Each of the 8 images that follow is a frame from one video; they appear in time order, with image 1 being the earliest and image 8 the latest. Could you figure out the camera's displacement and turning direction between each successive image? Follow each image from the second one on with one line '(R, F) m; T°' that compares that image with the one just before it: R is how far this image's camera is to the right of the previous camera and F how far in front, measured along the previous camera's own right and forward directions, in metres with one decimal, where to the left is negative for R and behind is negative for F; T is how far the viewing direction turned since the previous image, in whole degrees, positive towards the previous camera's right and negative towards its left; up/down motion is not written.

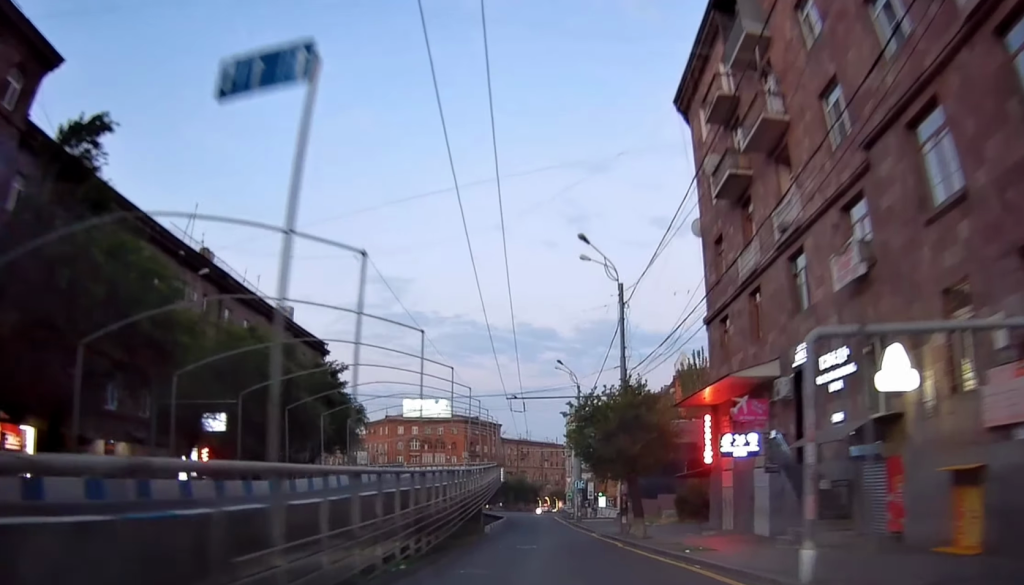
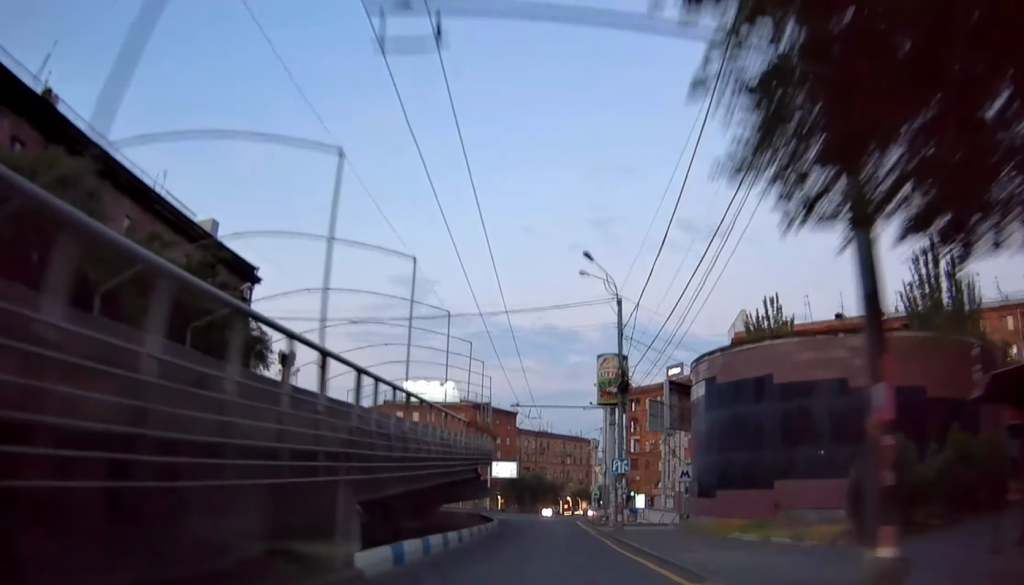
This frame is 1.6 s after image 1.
(+0.5, +24.8) m; +8°
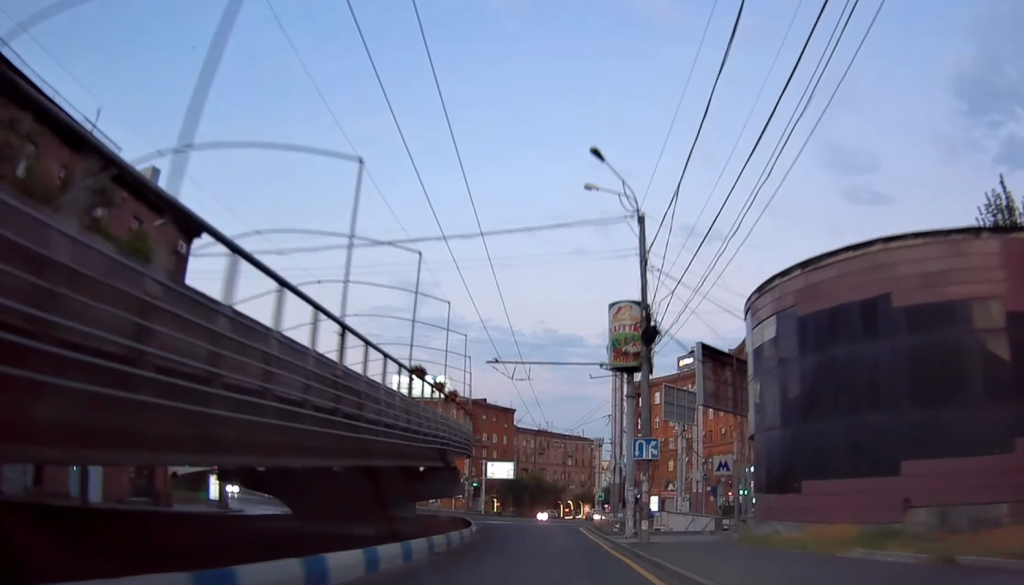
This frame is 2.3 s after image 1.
(+1.0, +10.6) m; +3°
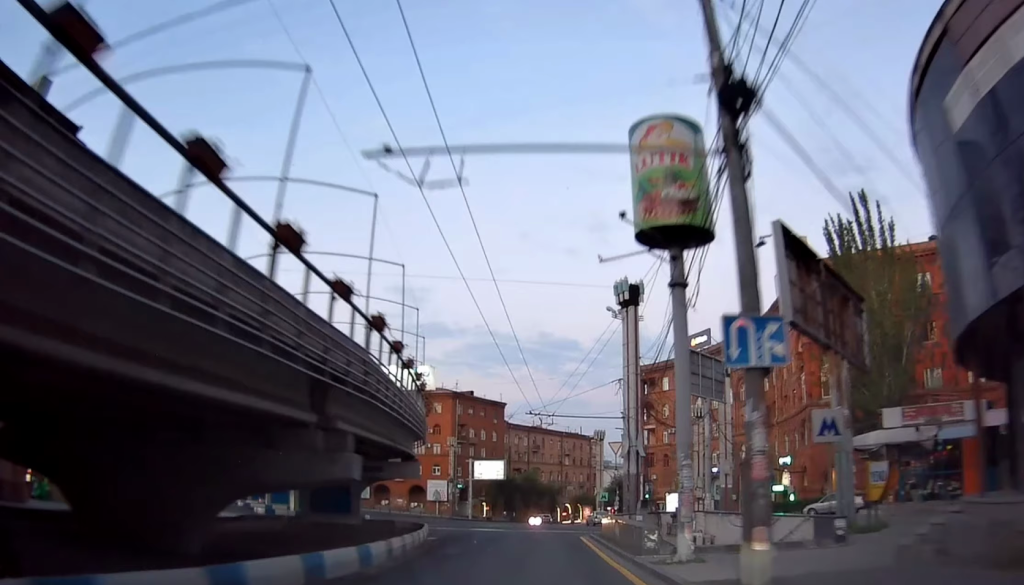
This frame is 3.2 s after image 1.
(+0.3, +14.2) m; 0°
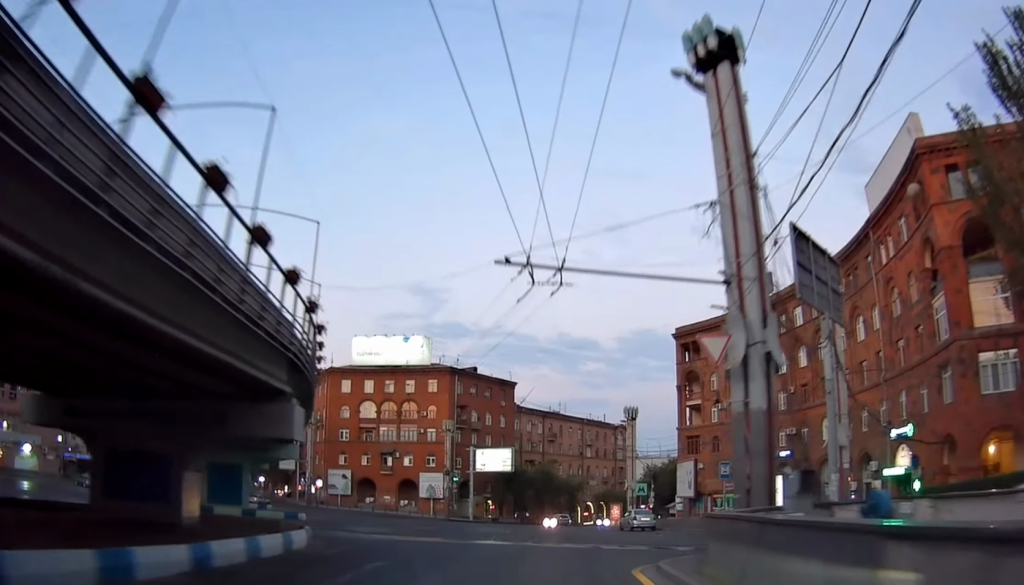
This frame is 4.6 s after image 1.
(-0.8, +21.4) m; -3°
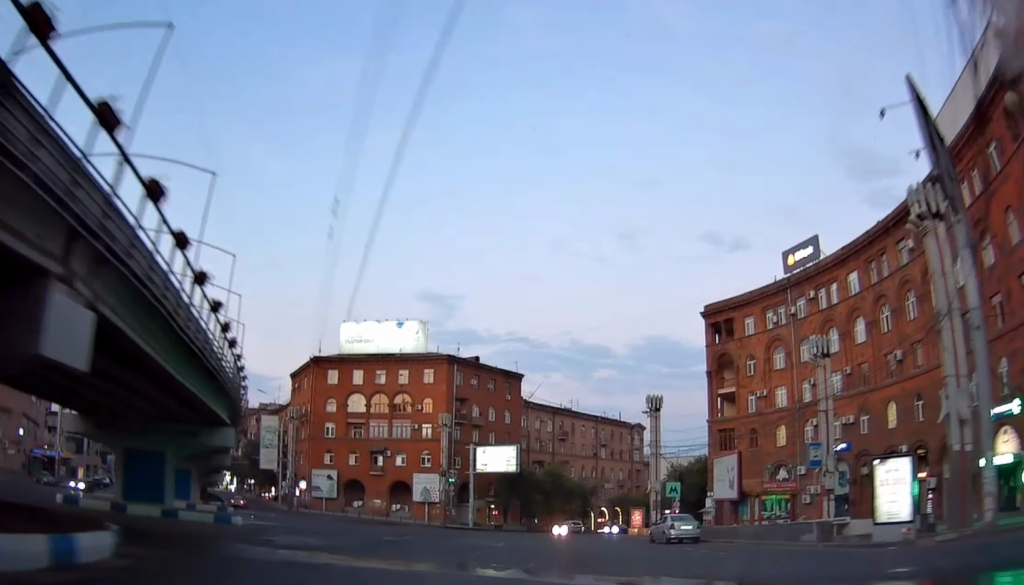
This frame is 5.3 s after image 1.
(-0.1, +11.3) m; -1°
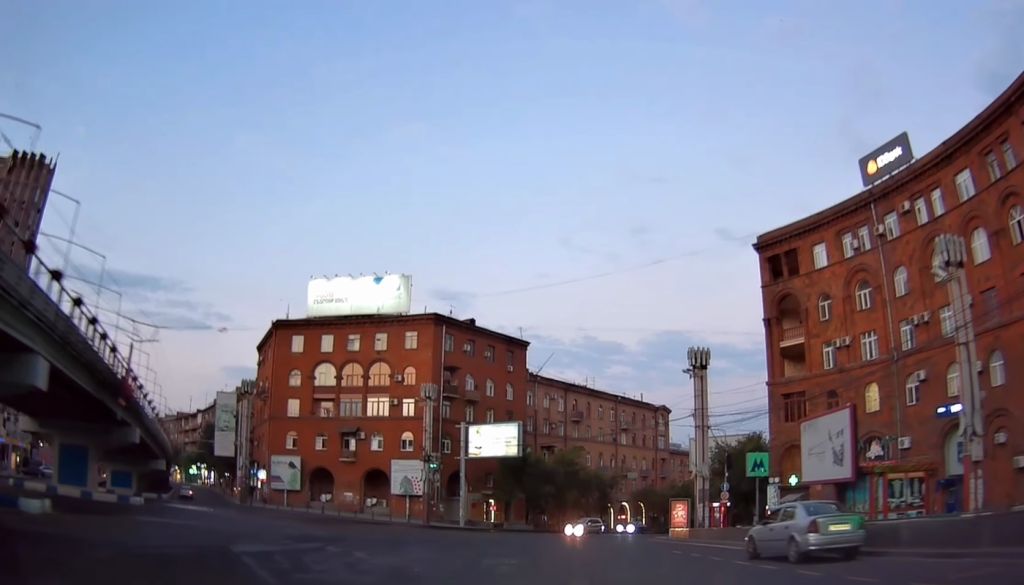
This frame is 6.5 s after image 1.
(-0.1, +16.8) m; -1°
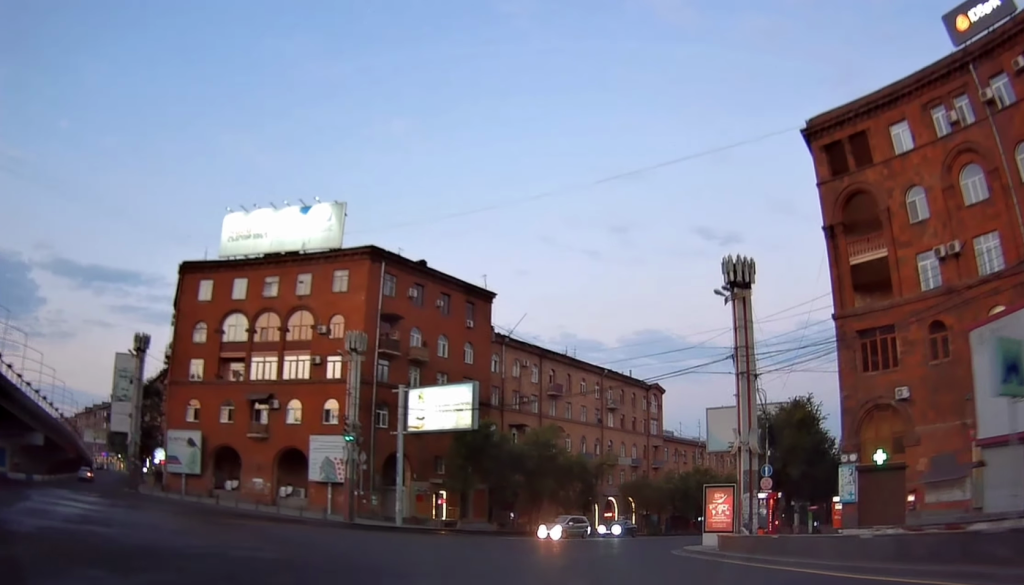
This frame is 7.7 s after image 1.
(-0.2, +18.0) m; -2°
